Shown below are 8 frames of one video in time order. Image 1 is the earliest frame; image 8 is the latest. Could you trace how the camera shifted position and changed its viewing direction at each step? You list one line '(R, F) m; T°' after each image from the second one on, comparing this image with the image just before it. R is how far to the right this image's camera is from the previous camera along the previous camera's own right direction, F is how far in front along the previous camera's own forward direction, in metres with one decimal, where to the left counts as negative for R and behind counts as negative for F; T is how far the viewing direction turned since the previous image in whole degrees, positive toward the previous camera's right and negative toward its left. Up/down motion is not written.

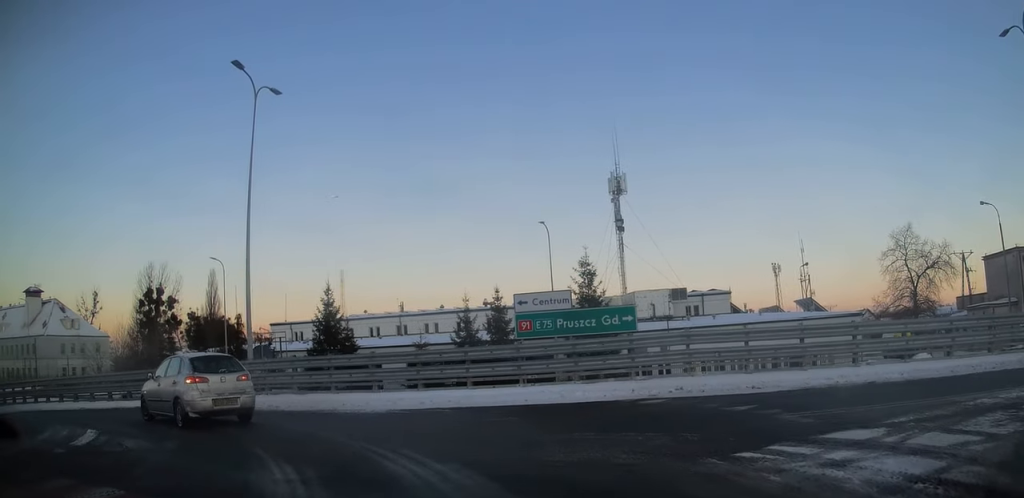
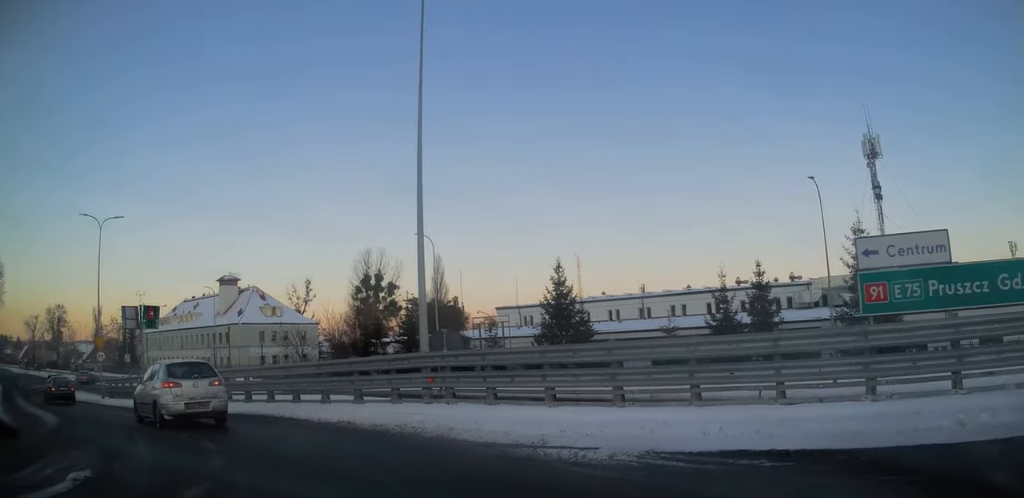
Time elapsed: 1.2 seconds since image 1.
(-1.2, +6.0) m; -25°
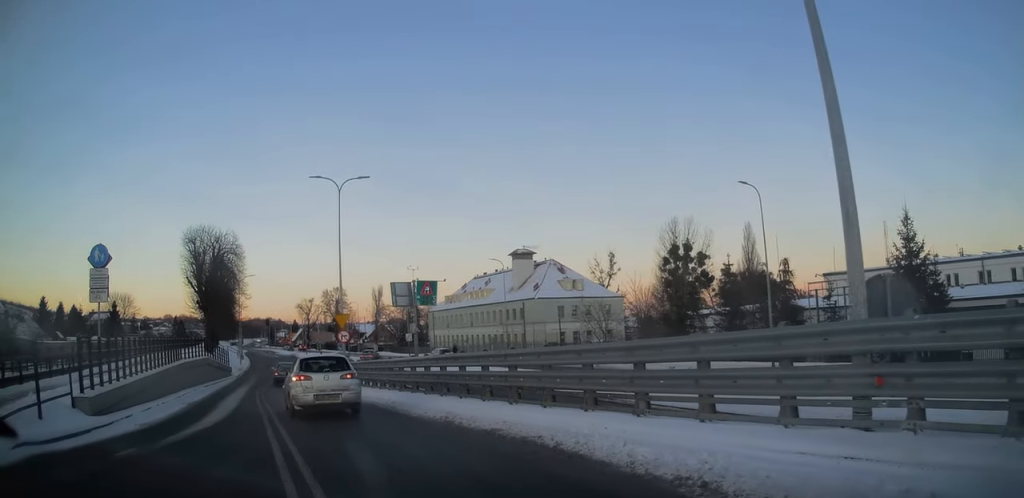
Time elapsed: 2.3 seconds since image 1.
(-1.0, +5.9) m; -25°
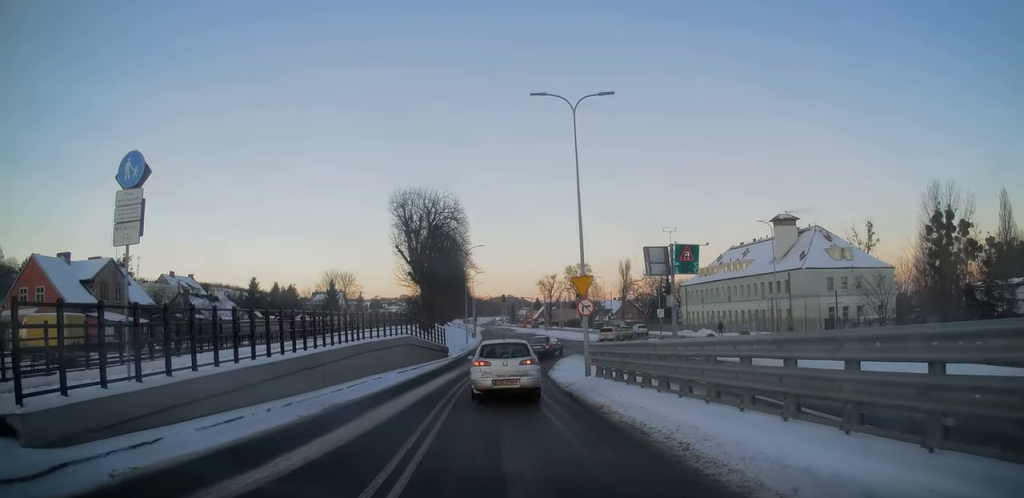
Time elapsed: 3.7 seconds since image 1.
(-2.1, +7.5) m; -24°
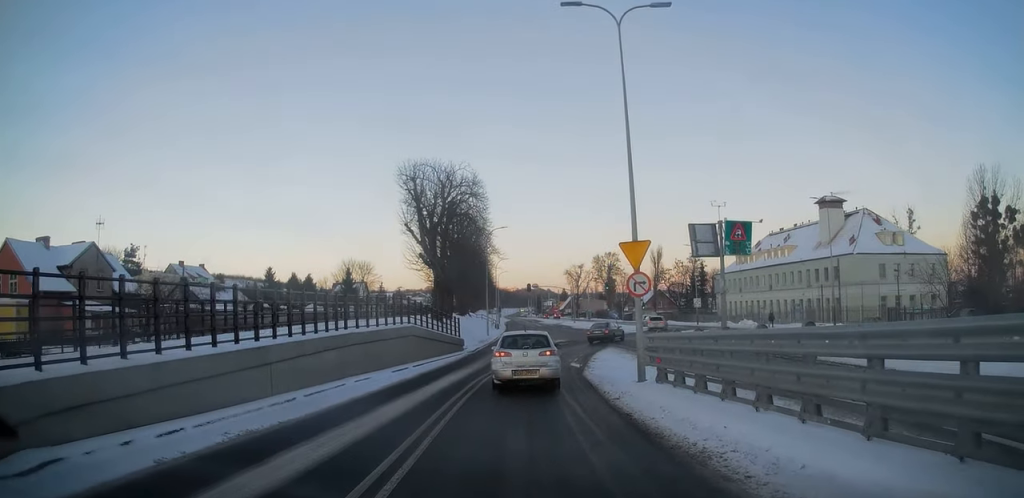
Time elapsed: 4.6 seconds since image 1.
(-0.6, +5.7) m; -8°
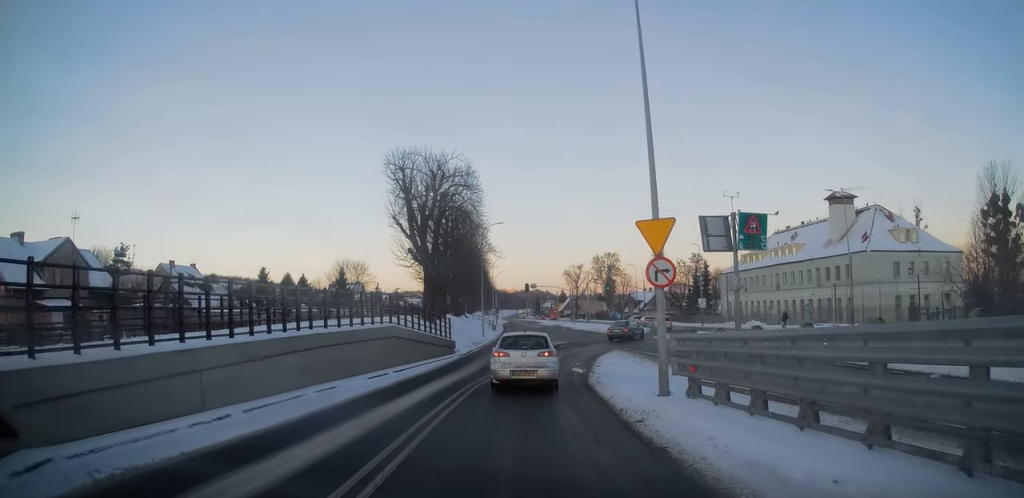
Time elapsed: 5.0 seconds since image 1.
(-0.1, +3.0) m; -2°
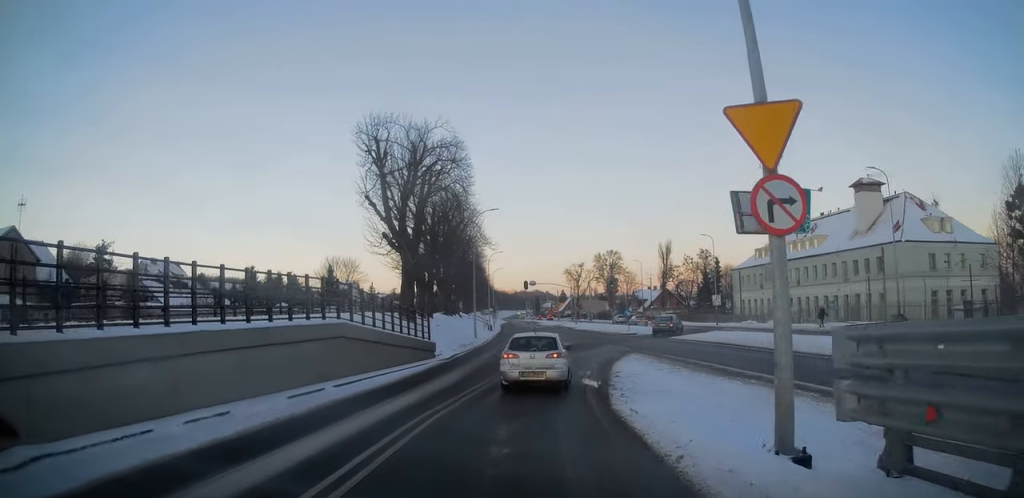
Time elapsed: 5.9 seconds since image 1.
(-0.2, +6.0) m; -1°
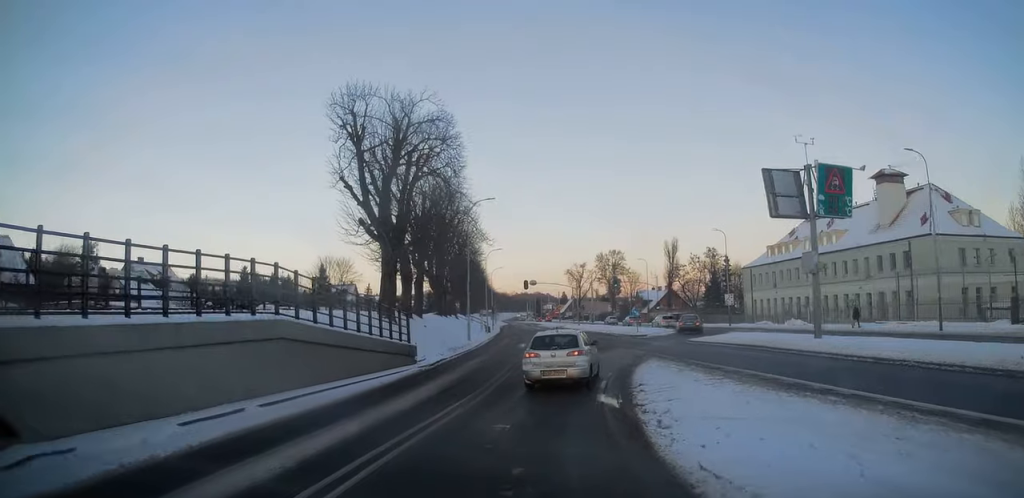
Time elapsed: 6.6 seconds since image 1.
(0.0, +4.2) m; 0°
